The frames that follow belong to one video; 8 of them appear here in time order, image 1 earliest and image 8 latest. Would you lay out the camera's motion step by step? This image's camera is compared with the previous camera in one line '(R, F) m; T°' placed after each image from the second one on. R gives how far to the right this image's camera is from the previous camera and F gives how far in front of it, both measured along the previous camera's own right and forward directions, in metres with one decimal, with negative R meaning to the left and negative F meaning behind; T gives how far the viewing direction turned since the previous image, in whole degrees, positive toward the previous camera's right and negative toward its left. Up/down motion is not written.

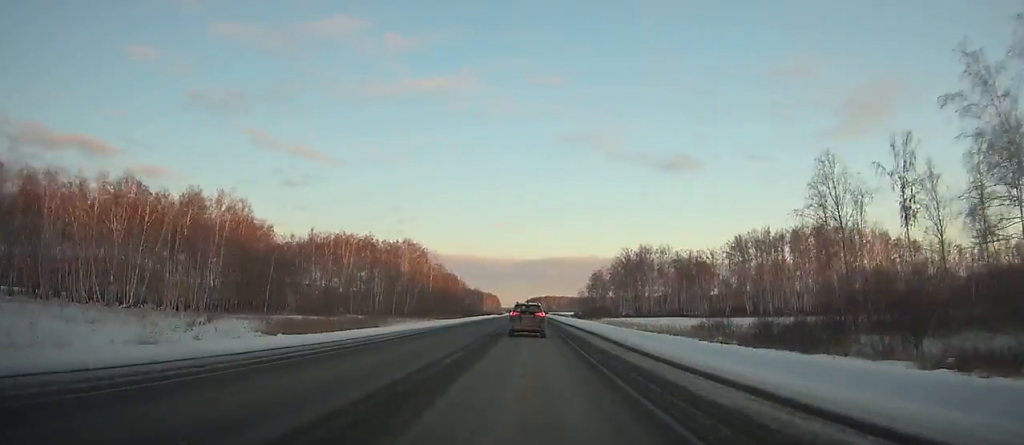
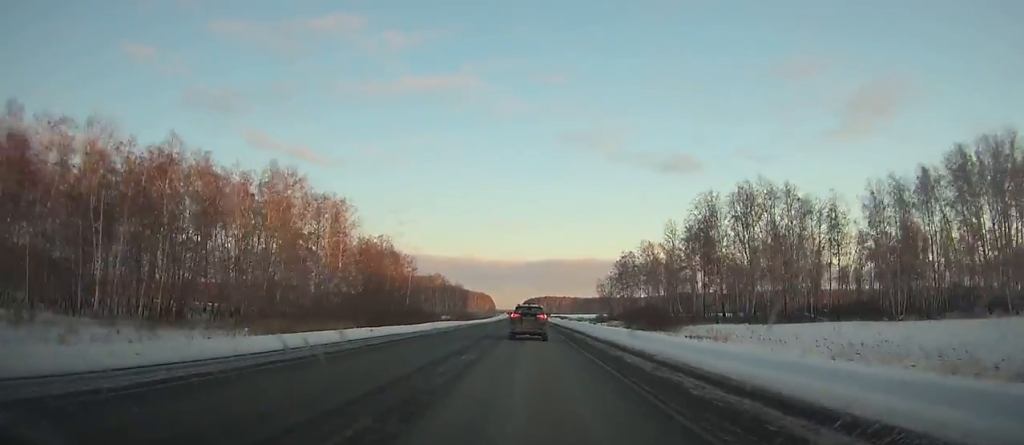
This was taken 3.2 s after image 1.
(+0.1, +91.3) m; 0°
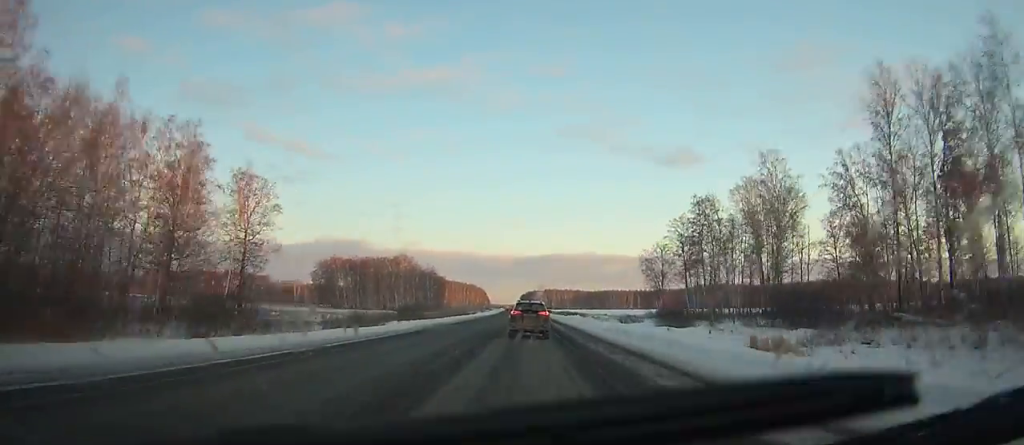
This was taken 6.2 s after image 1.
(+0.2, +85.7) m; 0°
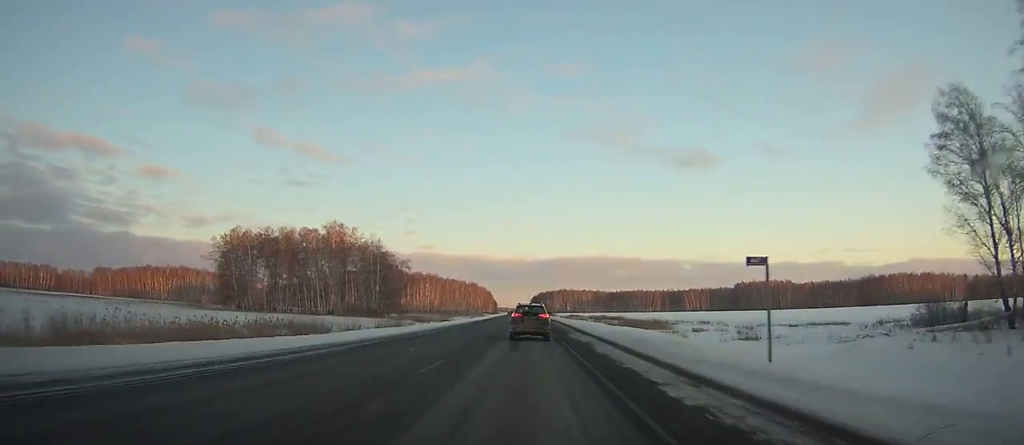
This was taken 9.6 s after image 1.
(-0.3, +96.7) m; -1°
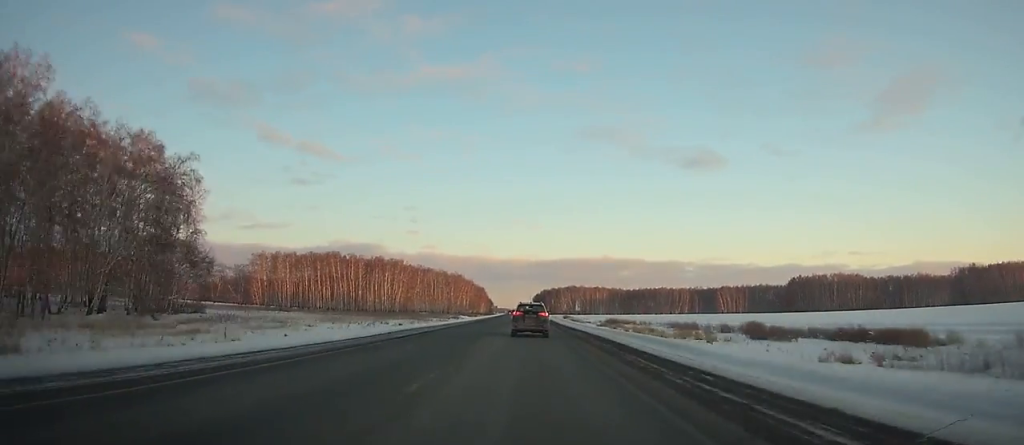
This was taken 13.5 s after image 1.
(-0.9, +110.3) m; -1°
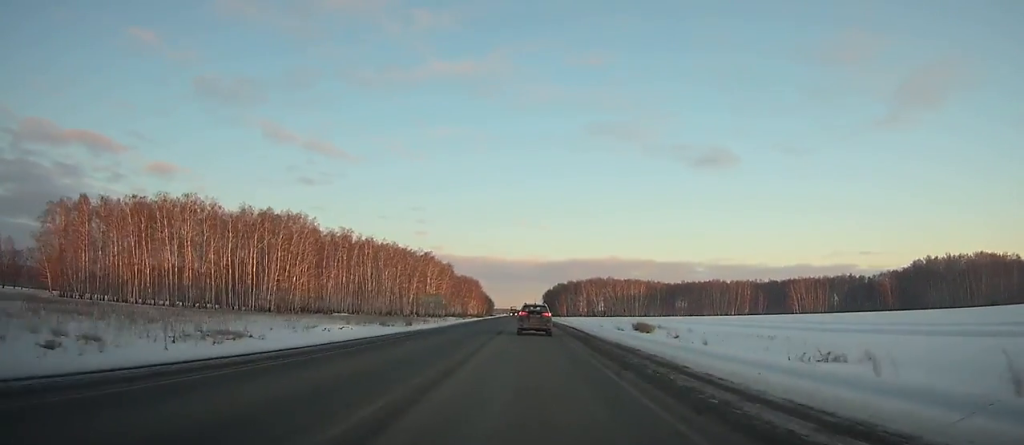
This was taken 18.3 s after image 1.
(-0.6, +135.2) m; -1°
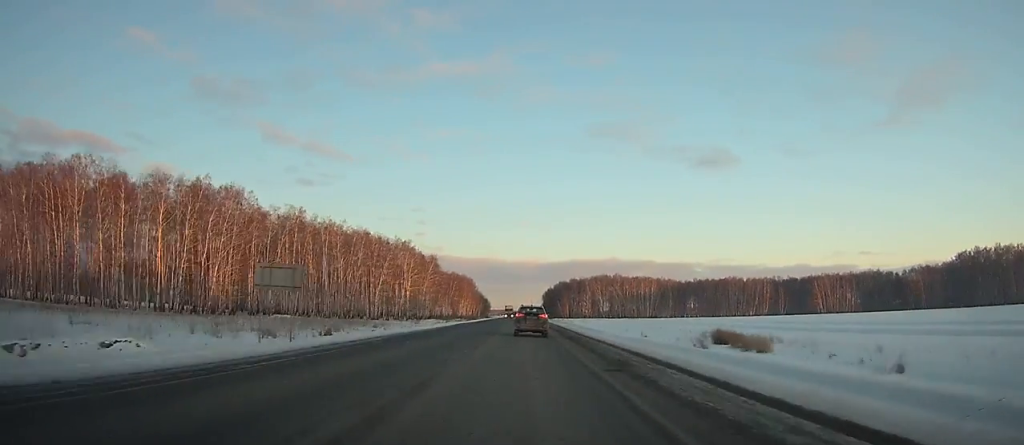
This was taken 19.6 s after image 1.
(0.0, +36.7) m; 0°
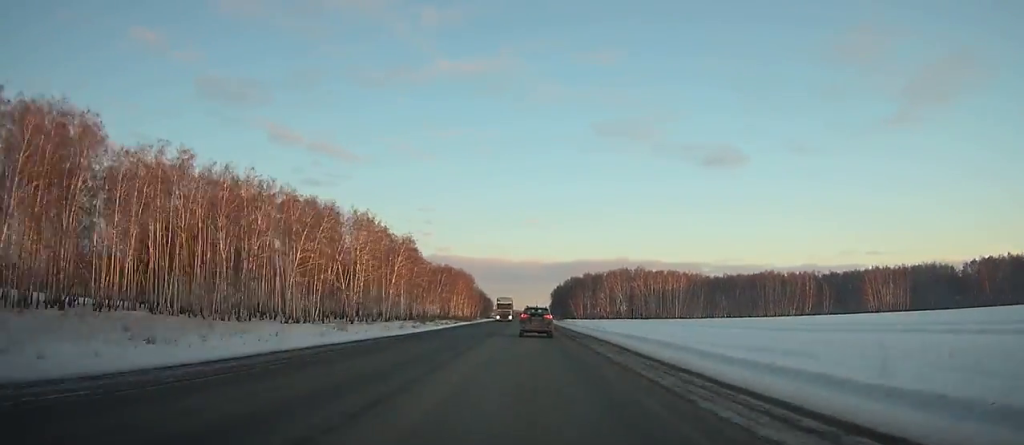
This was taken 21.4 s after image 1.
(-0.4, +51.2) m; 0°
